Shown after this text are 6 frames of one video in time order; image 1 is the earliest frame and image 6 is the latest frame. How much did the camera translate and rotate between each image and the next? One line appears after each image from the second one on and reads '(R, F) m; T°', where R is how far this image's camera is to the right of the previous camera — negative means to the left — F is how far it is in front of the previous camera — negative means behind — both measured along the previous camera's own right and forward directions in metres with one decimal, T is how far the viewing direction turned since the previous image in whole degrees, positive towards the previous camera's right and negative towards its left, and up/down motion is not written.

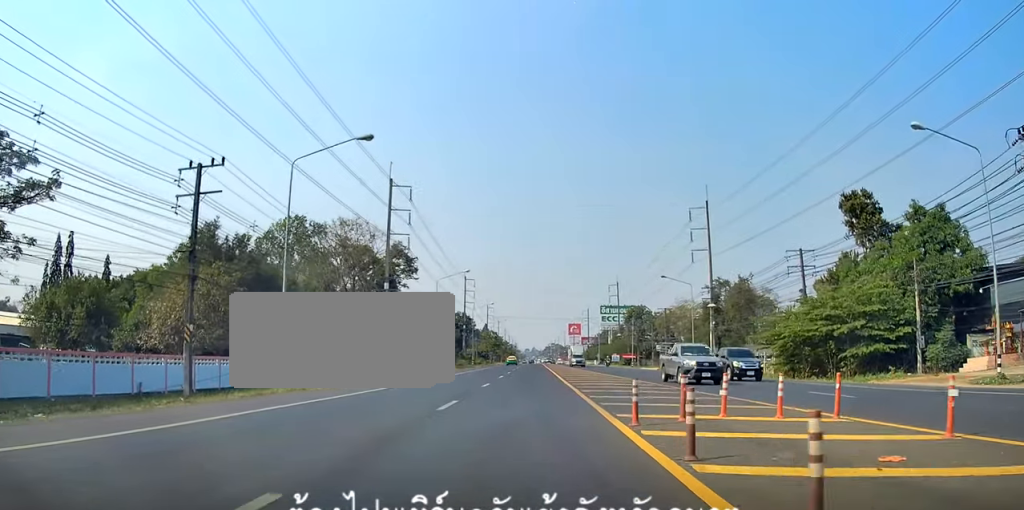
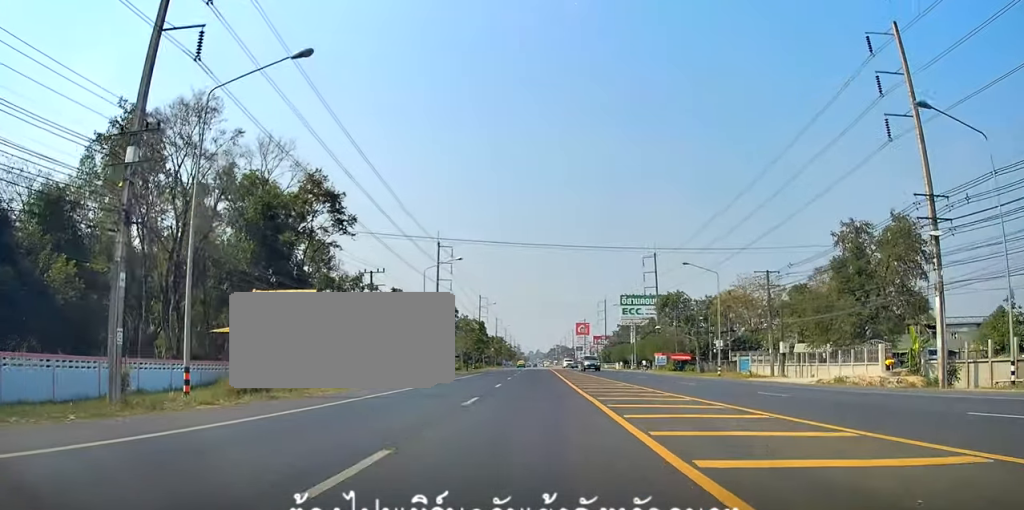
(-0.1, +42.9) m; -1°
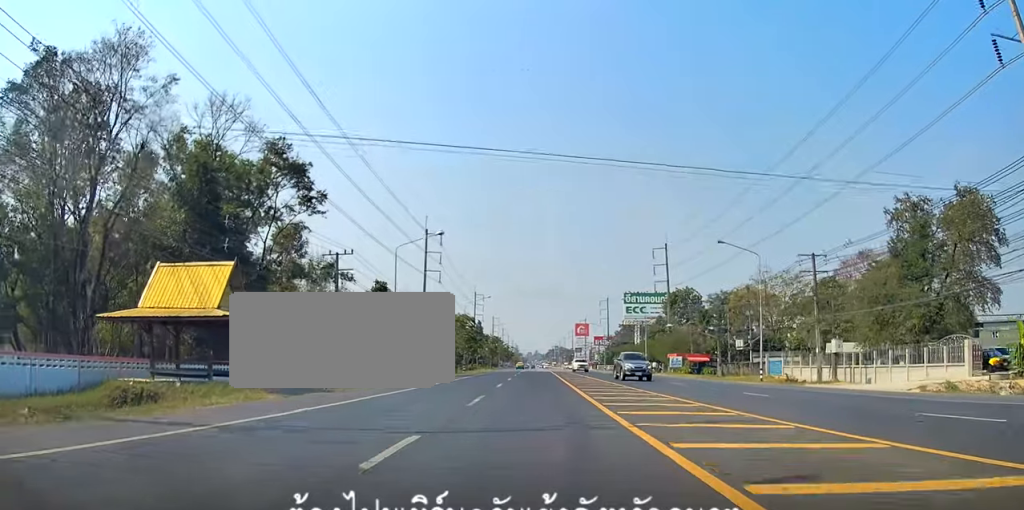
(0.0, +8.5) m; 0°
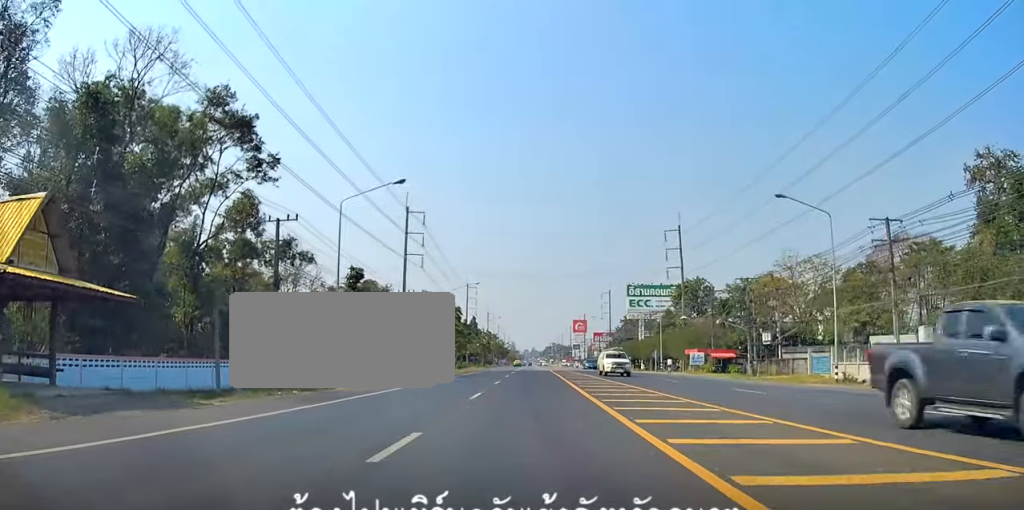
(0.0, +10.0) m; +1°
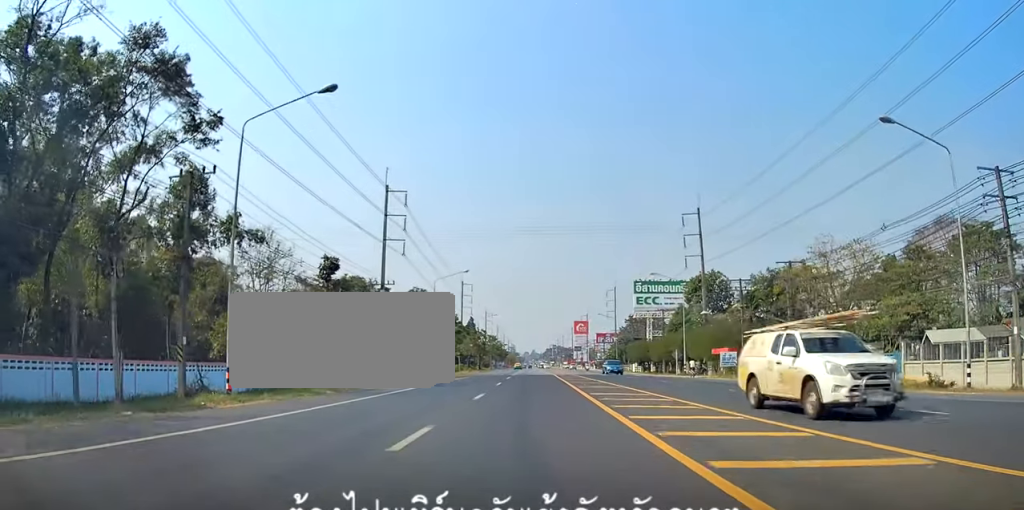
(+0.1, +9.5) m; 0°
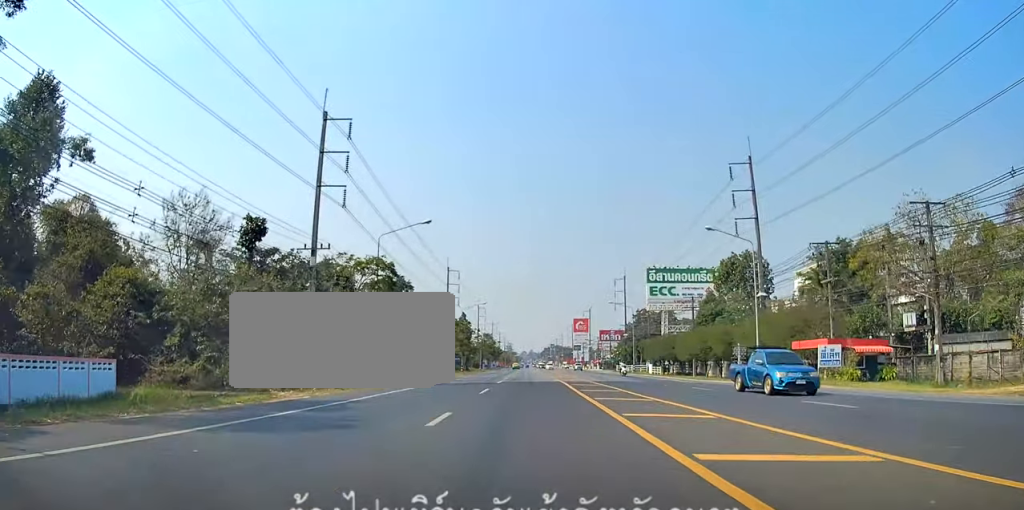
(-0.3, +18.9) m; -1°
